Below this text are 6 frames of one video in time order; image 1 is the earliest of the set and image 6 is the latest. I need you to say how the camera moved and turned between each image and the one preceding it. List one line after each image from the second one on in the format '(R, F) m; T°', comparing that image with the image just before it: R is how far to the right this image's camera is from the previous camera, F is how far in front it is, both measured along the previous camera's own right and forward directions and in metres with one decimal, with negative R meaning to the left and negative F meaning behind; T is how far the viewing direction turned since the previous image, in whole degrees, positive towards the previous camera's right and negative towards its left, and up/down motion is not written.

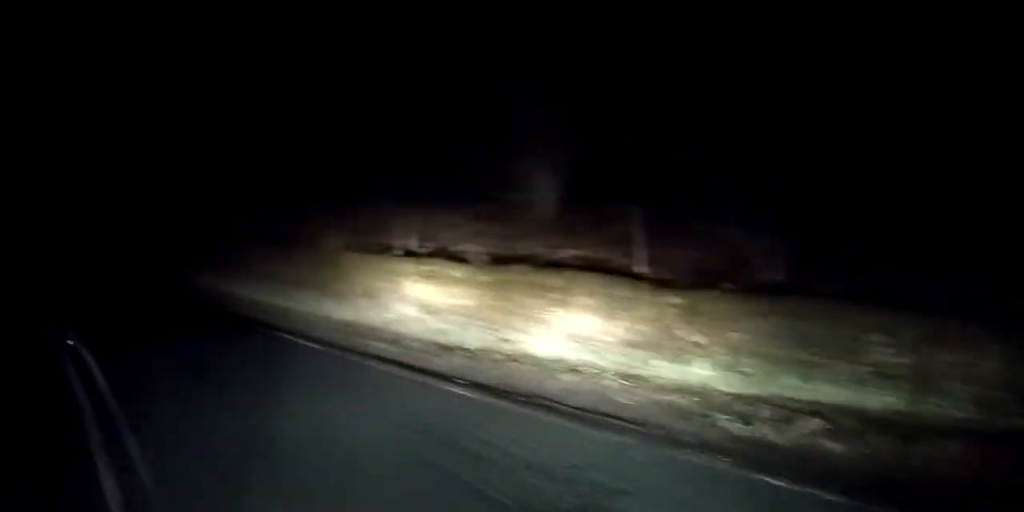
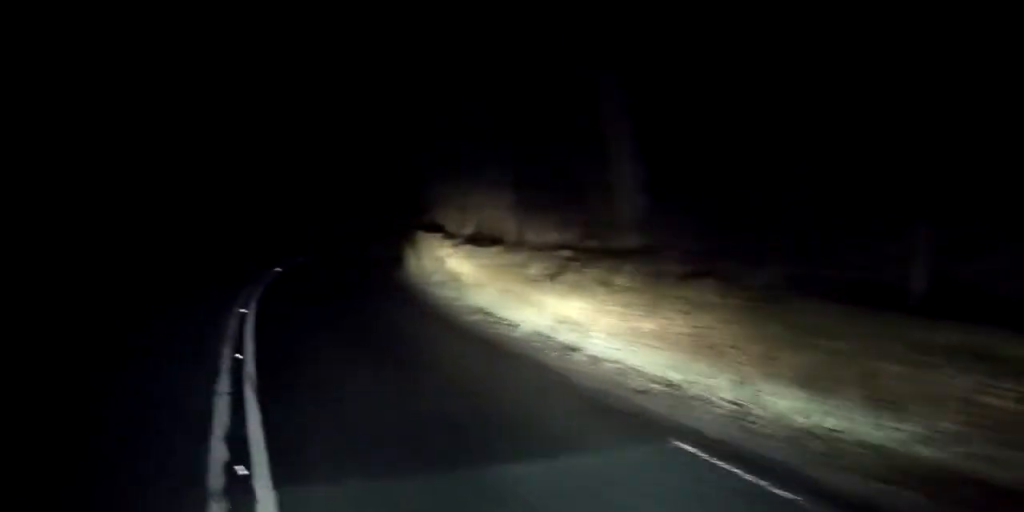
(-1.6, +5.9) m; -18°
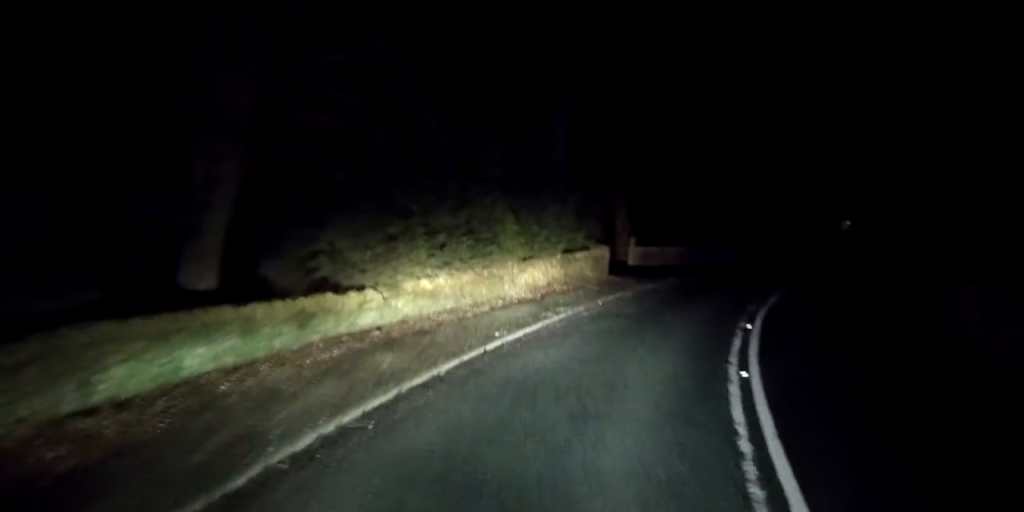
(-0.8, +16.2) m; -3°
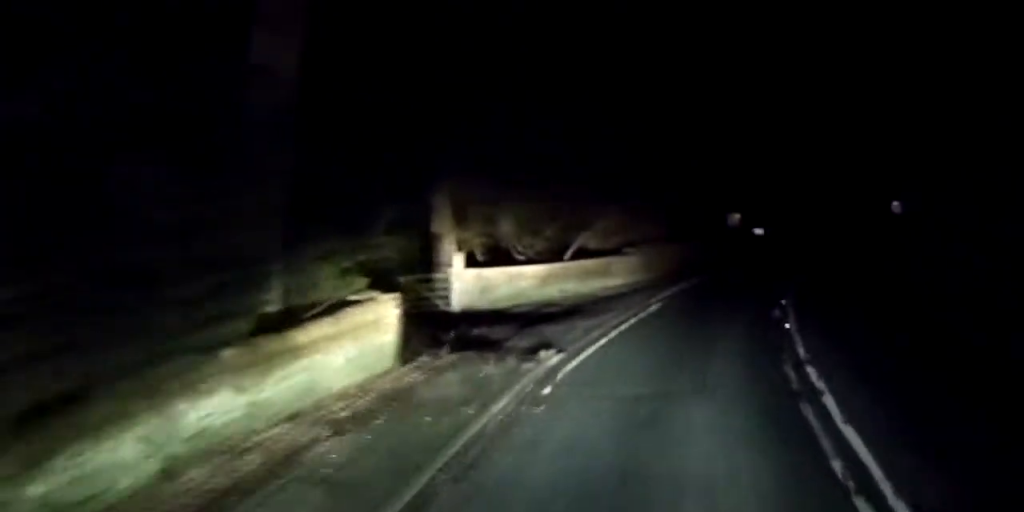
(-0.3, +12.0) m; +5°
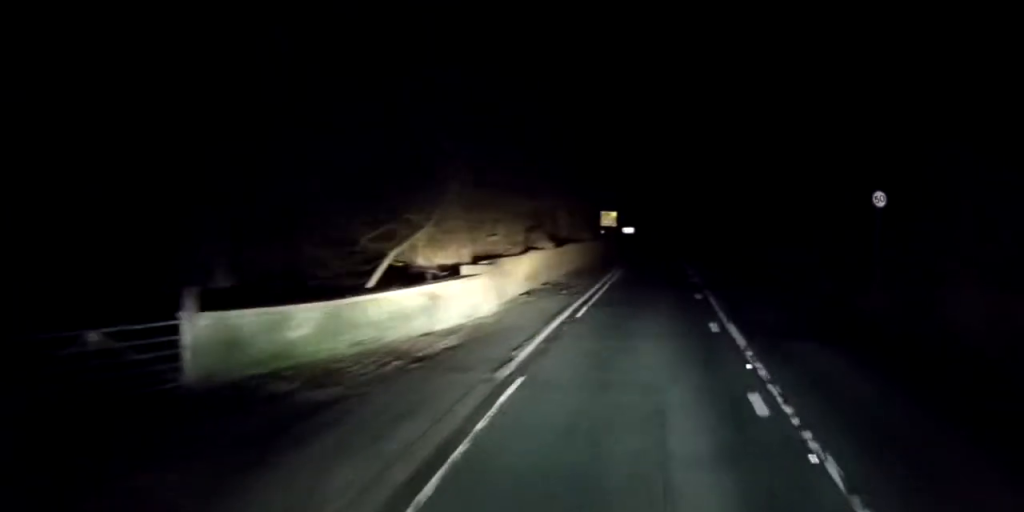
(+1.0, +6.7) m; +14°
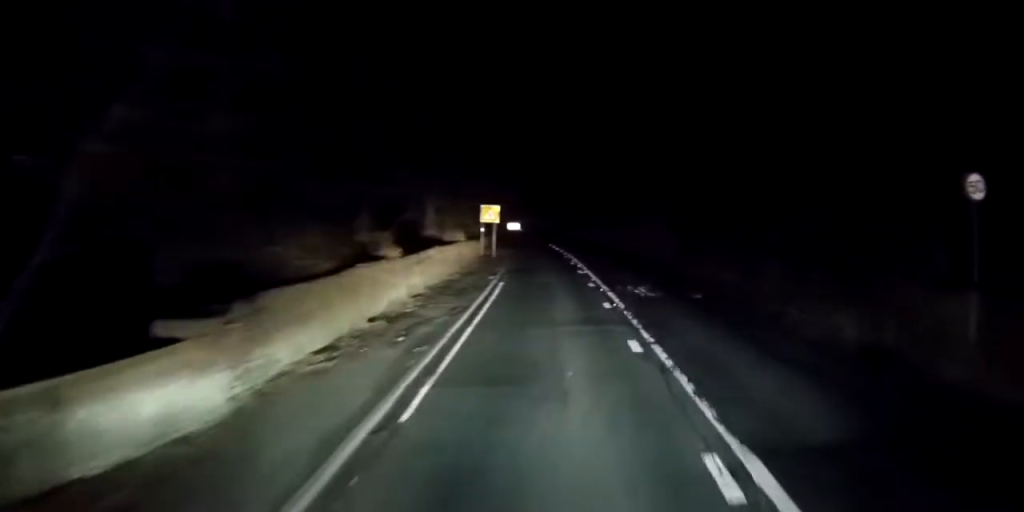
(+0.6, +7.2) m; +7°
